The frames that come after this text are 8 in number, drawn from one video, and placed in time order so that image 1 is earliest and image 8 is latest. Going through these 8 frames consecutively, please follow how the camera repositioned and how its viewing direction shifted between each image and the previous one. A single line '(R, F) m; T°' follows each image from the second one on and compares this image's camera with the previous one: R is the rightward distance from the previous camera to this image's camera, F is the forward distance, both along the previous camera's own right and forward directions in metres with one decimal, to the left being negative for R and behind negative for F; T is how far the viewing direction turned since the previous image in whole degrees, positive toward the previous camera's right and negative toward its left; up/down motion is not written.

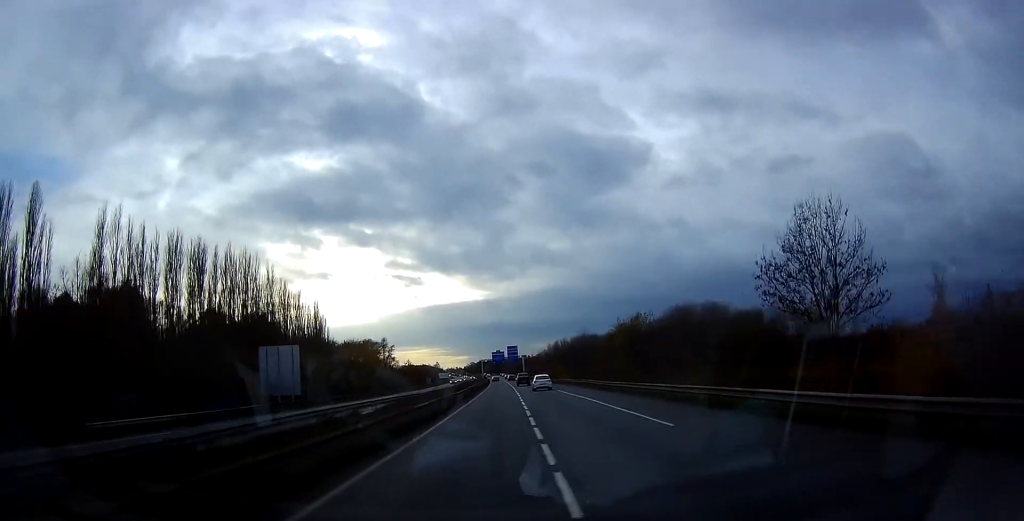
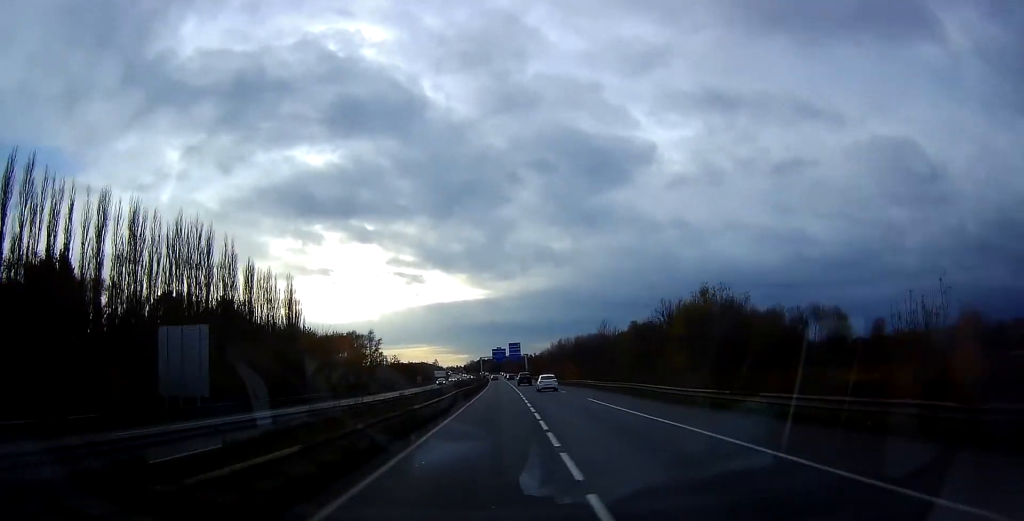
(0.0, +18.9) m; 0°
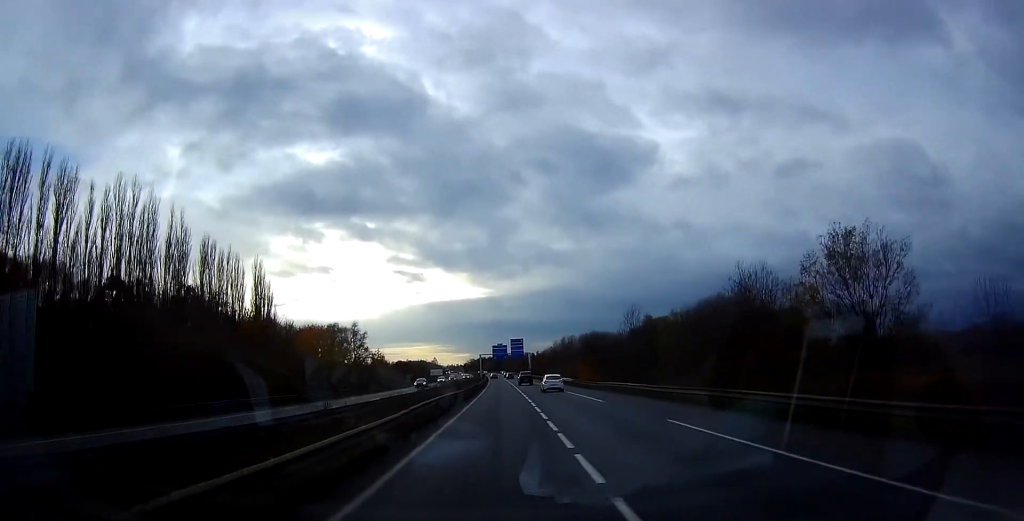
(+0.1, +17.4) m; 0°
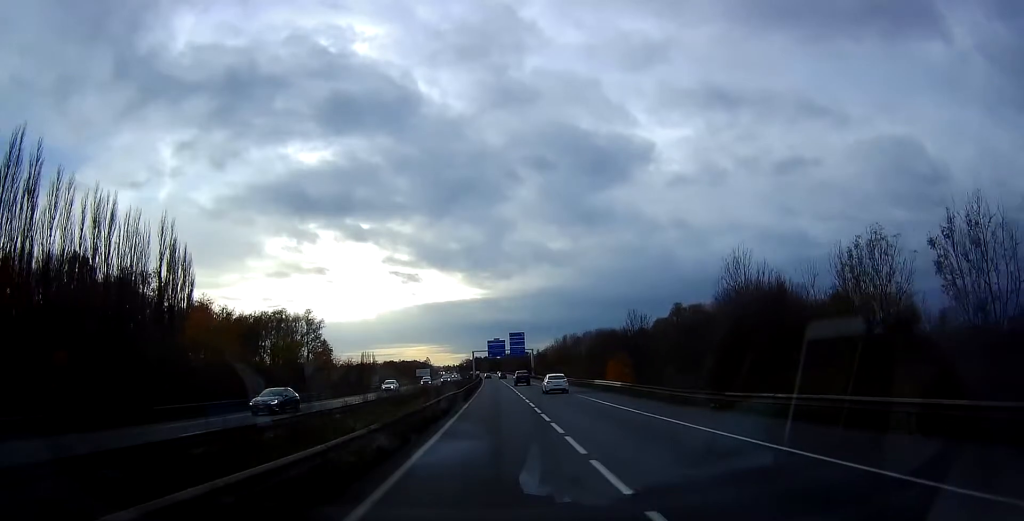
(-0.2, +31.0) m; 0°
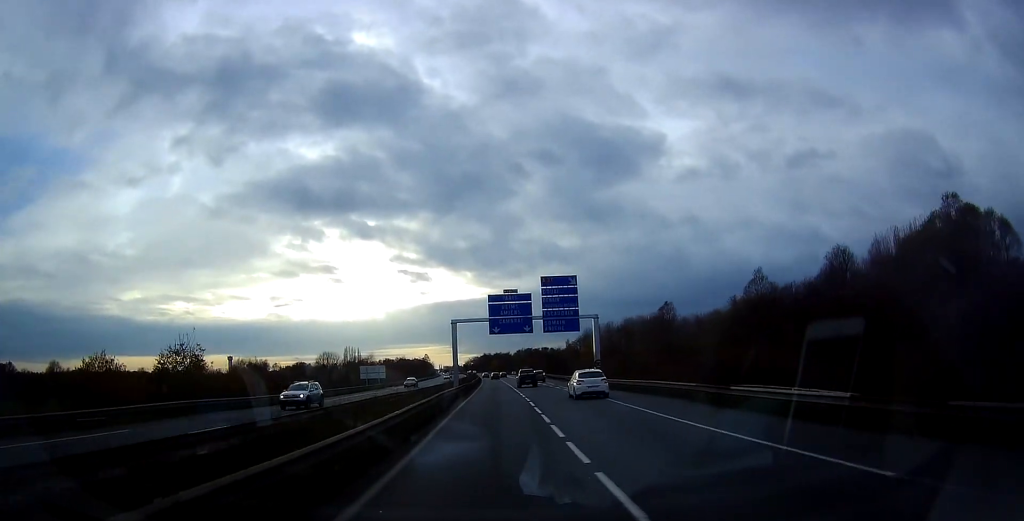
(+0.1, +91.7) m; -1°
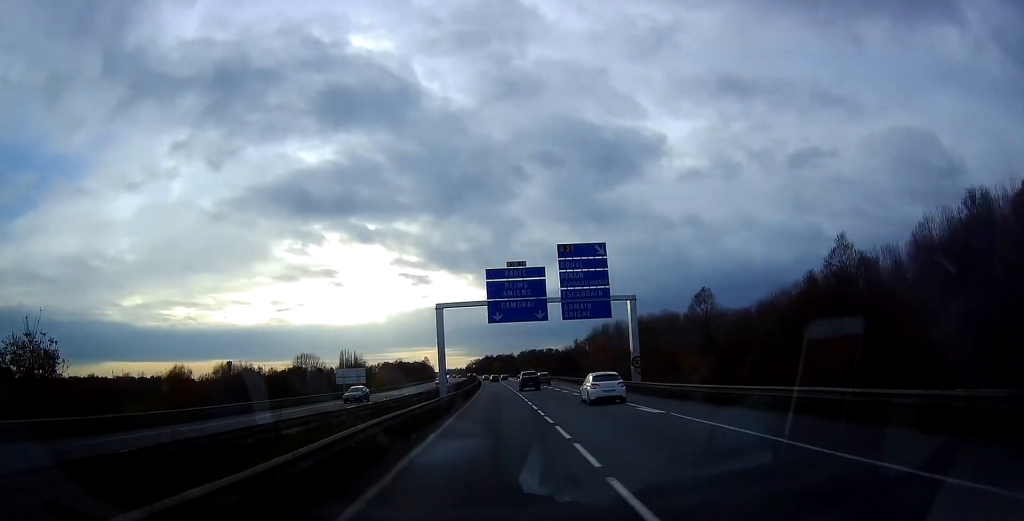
(-0.2, +17.7) m; 0°
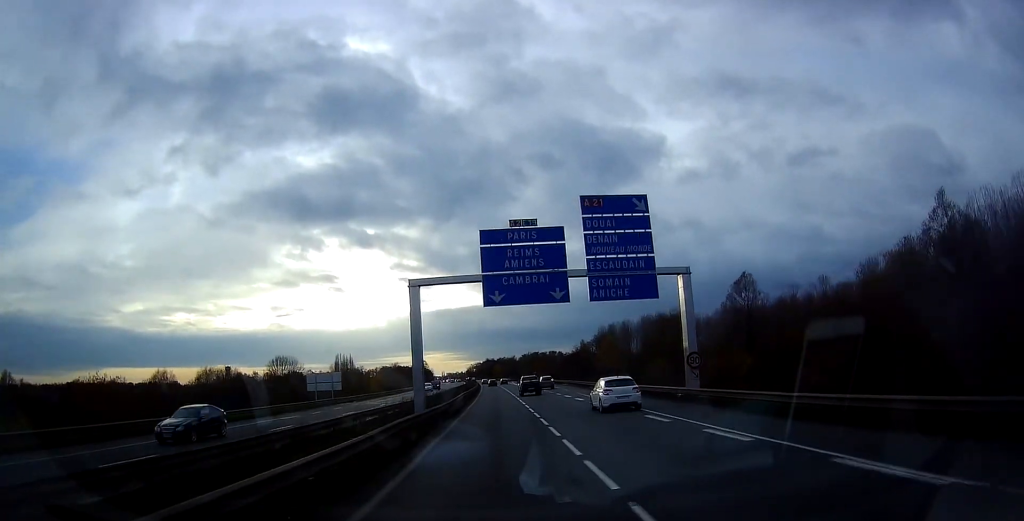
(0.0, +14.5) m; 0°
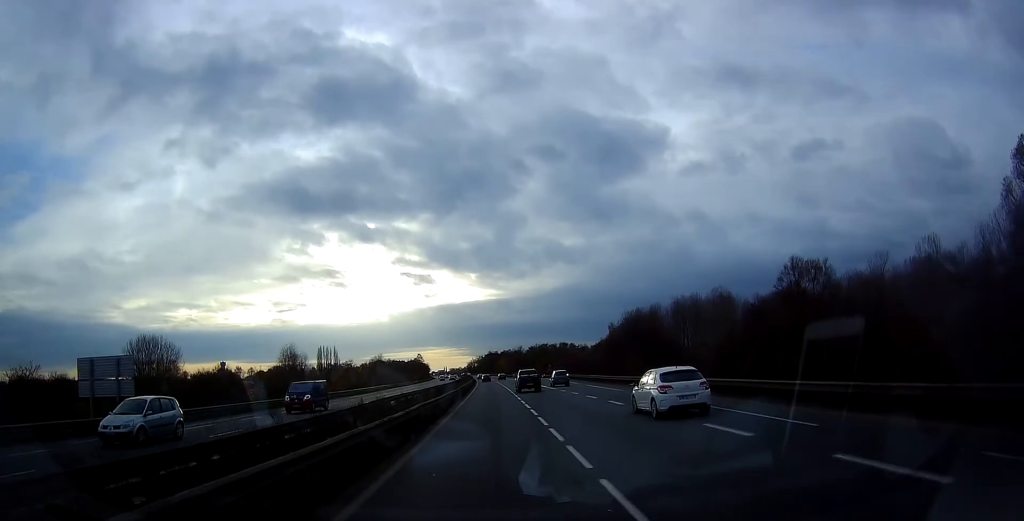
(+0.4, +45.5) m; 0°
